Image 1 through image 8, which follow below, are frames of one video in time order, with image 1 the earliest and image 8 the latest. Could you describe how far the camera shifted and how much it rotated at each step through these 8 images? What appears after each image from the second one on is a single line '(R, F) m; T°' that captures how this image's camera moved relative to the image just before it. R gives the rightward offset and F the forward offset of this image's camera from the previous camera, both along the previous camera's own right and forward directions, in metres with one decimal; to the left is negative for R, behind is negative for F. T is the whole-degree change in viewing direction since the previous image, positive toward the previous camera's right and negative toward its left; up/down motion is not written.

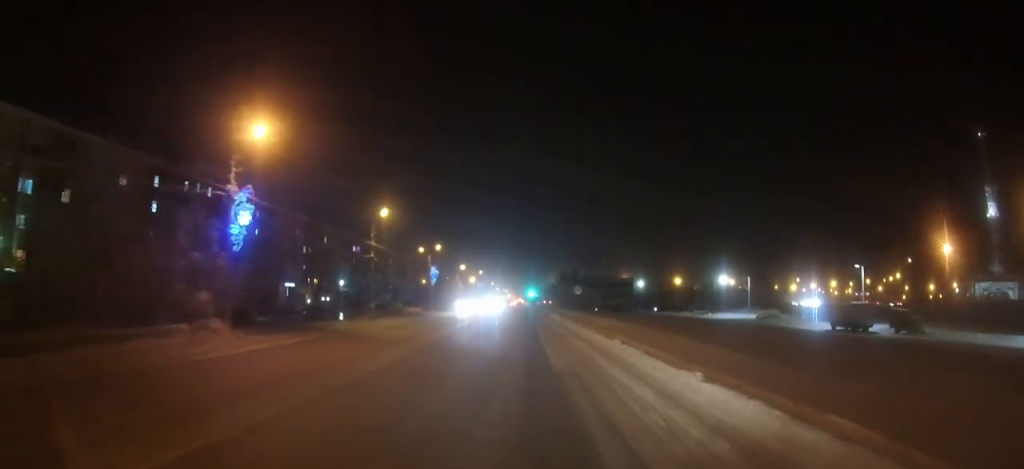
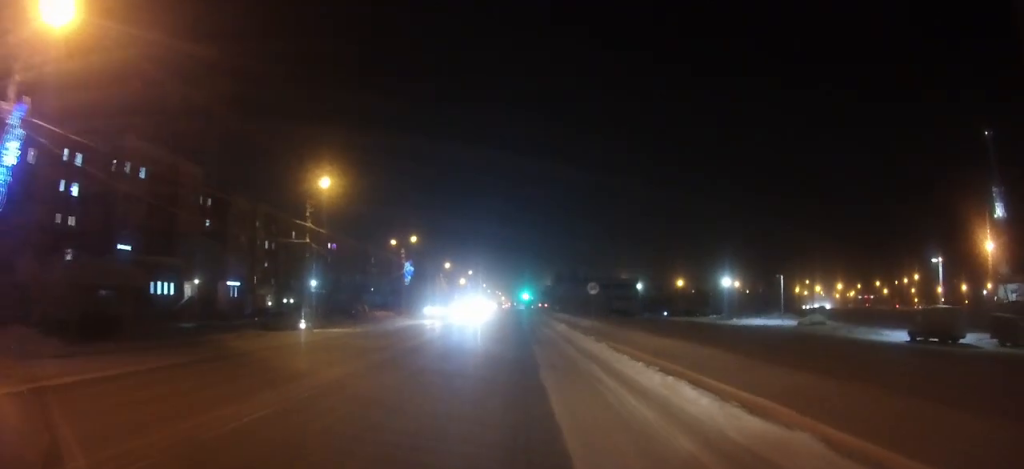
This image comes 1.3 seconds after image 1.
(0.0, +15.6) m; 0°
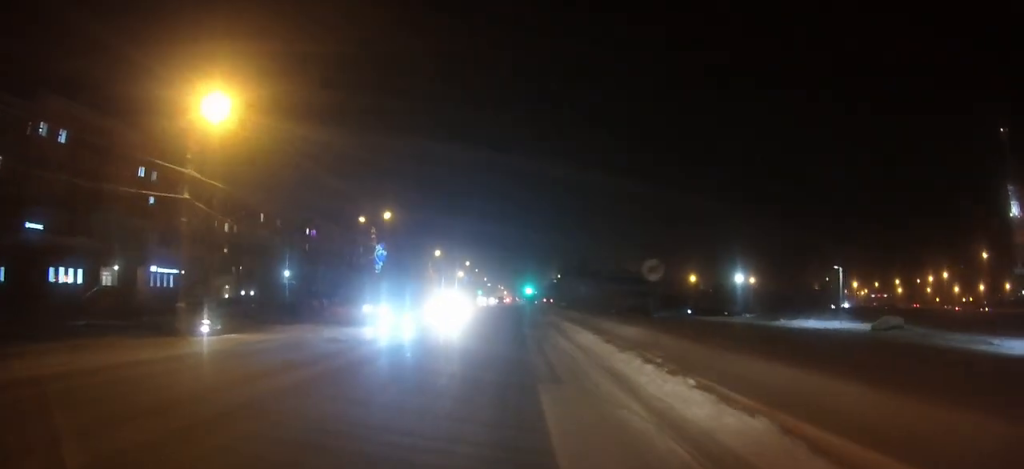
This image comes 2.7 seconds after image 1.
(+0.1, +16.2) m; 0°
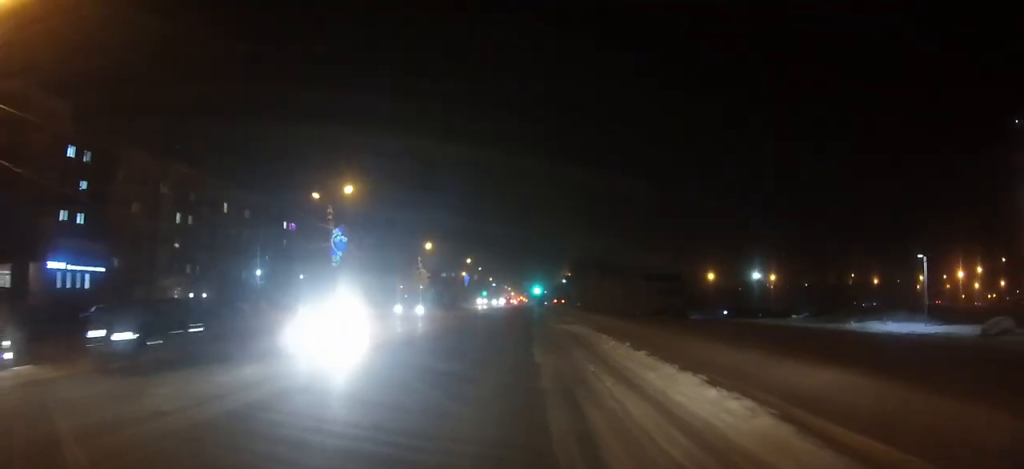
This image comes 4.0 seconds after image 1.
(-0.1, +15.6) m; -1°
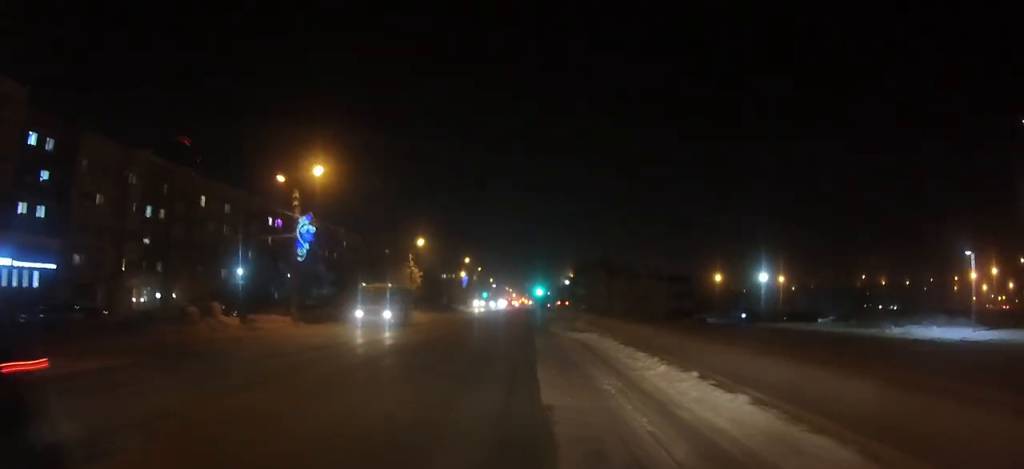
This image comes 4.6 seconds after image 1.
(0.0, +7.3) m; 0°
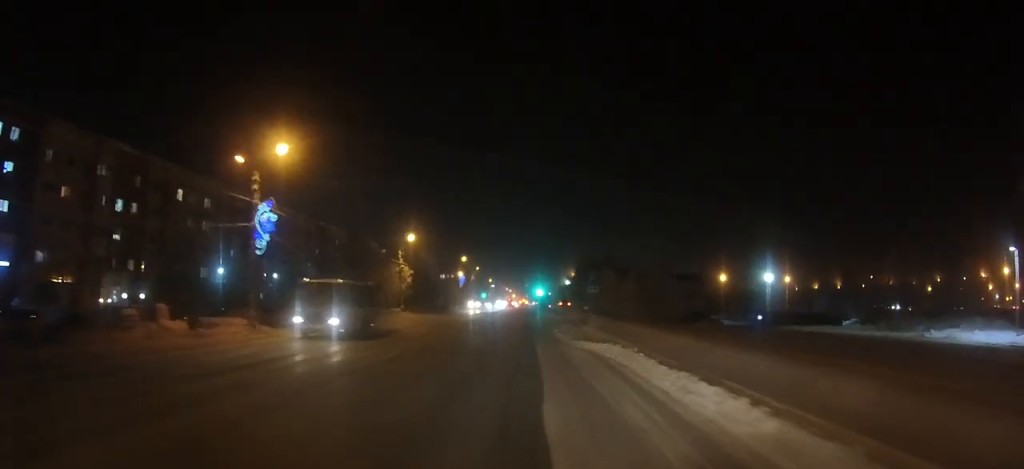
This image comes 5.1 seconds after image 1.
(0.0, +6.1) m; 0°
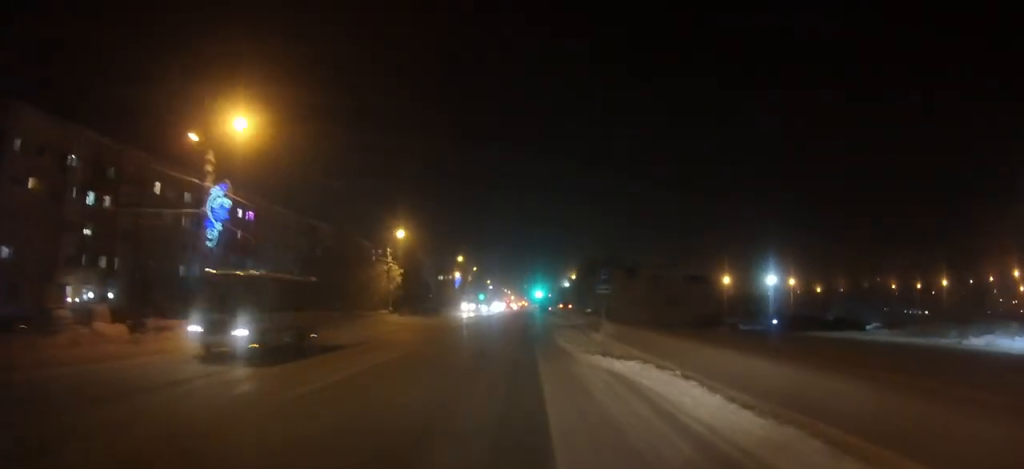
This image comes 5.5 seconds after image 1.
(0.0, +5.3) m; 0°
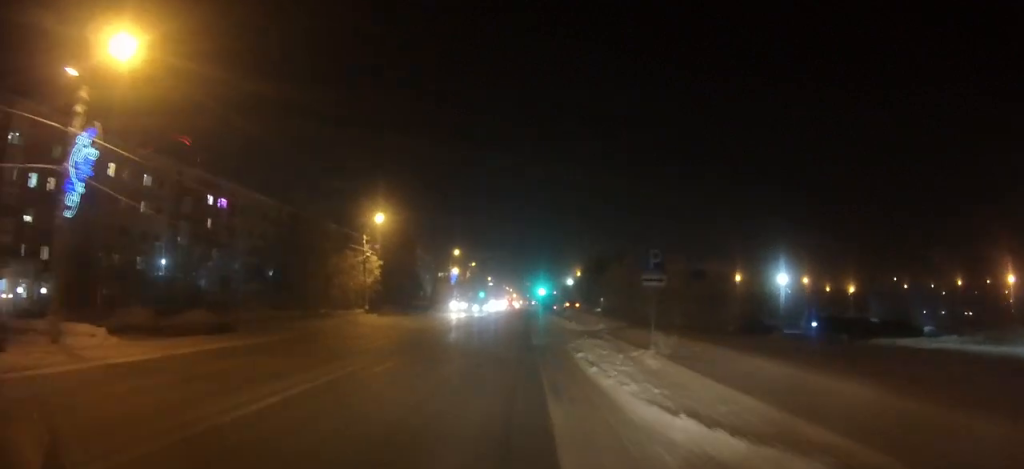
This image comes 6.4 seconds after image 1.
(0.0, +10.2) m; 0°
